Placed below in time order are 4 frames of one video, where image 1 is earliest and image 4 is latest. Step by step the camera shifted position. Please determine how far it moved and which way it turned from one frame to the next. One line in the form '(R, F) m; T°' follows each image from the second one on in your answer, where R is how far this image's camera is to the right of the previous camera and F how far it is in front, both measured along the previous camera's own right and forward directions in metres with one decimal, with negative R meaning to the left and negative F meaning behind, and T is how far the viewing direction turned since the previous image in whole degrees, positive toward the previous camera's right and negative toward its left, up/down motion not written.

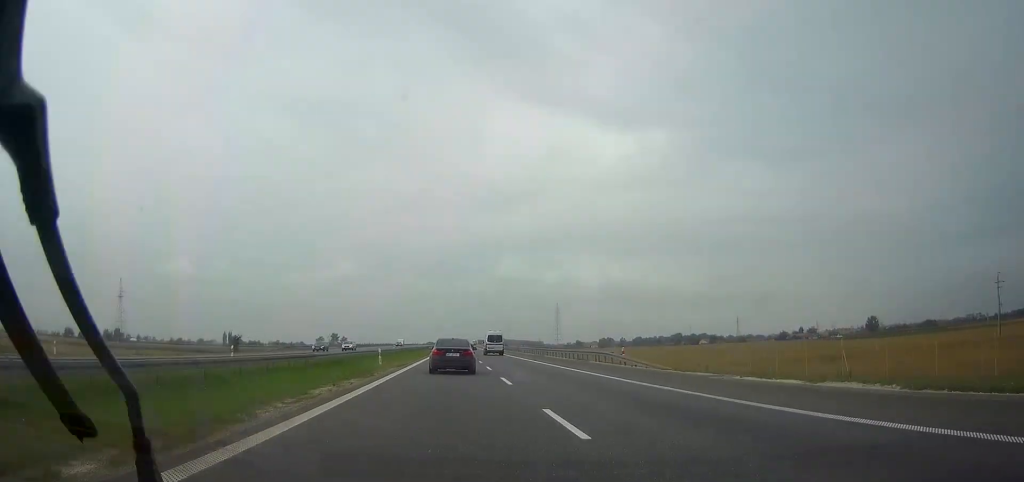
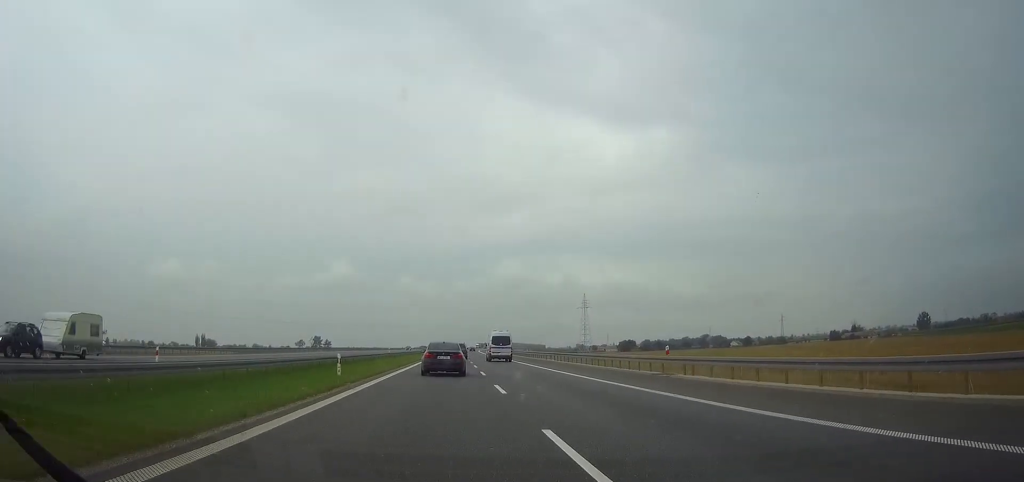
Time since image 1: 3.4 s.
(+0.4, +112.1) m; 0°
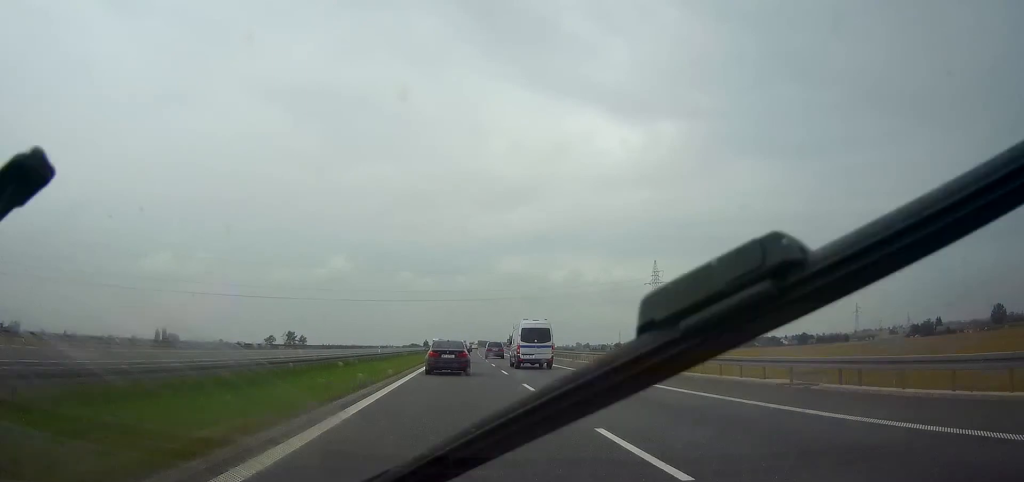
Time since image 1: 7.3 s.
(-0.1, +130.5) m; +1°
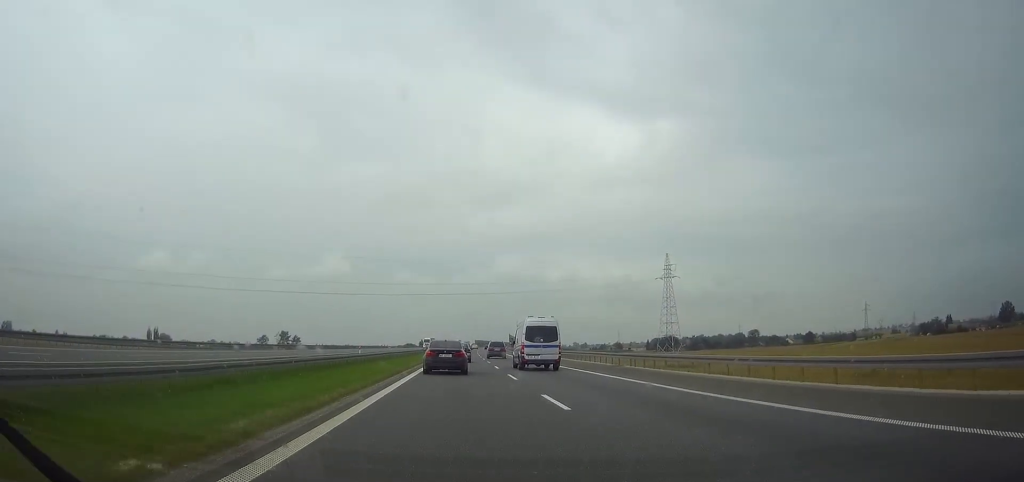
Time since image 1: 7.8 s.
(0.0, +16.9) m; 0°
